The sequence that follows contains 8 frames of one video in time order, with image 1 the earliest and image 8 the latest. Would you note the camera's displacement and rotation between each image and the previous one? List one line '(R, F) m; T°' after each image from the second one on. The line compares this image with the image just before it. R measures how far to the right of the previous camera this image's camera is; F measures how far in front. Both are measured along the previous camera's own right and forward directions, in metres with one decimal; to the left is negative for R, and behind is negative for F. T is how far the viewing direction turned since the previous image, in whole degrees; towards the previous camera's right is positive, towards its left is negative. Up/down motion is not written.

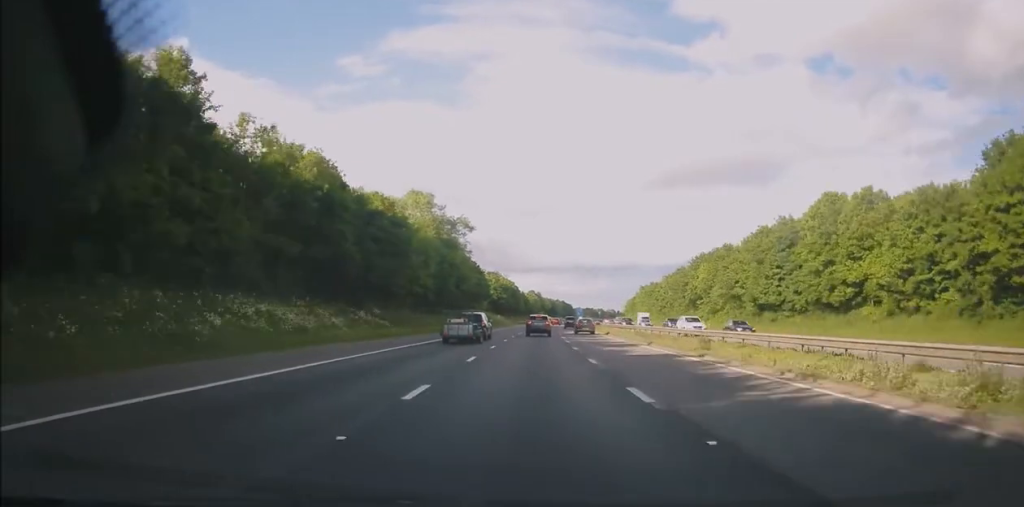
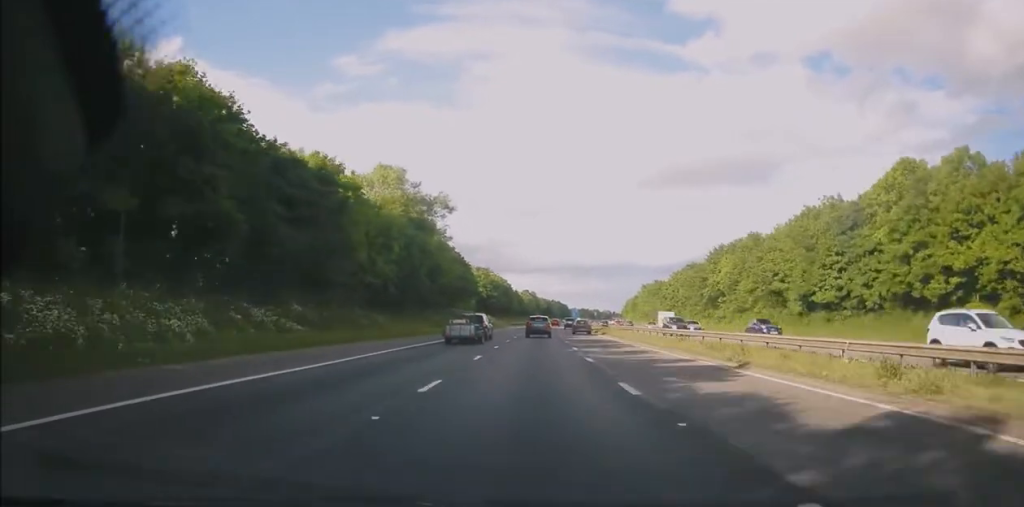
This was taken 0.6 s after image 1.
(-0.1, +15.9) m; +1°
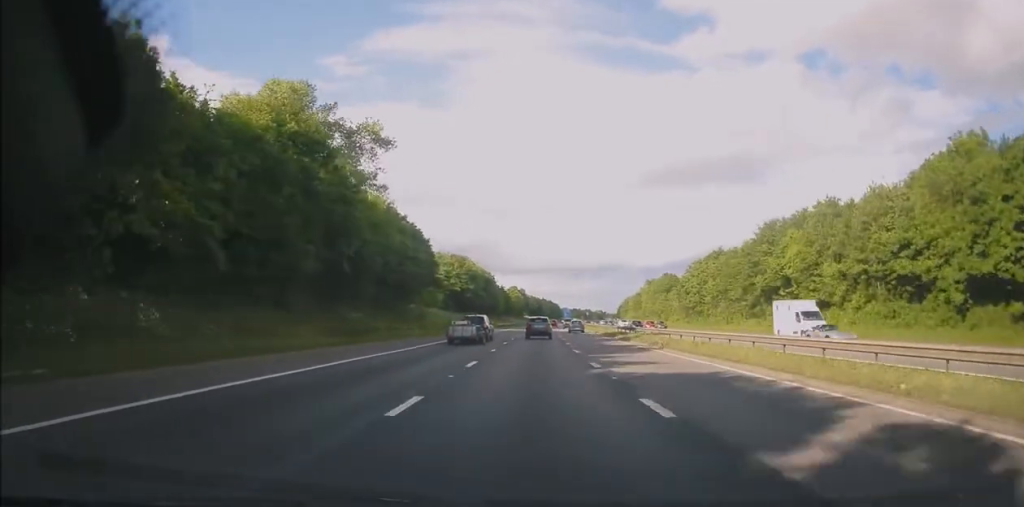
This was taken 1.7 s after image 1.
(+0.6, +28.2) m; +1°
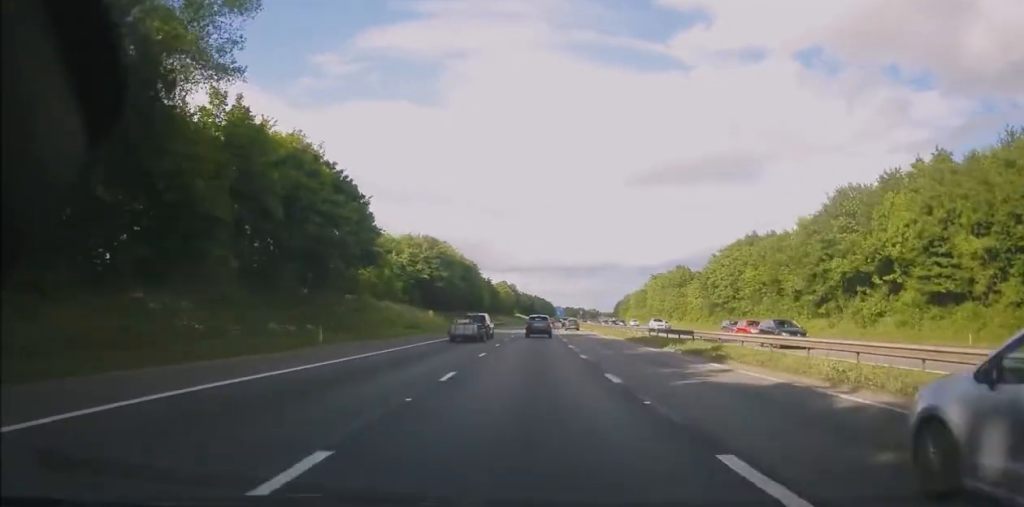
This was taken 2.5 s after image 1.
(0.0, +21.7) m; +1°
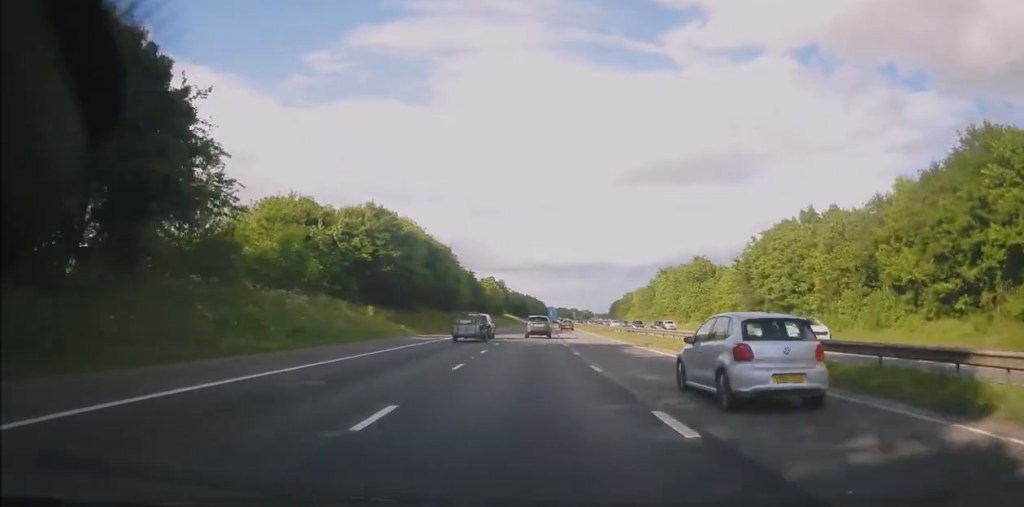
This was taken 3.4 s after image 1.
(+0.3, +22.3) m; +1°
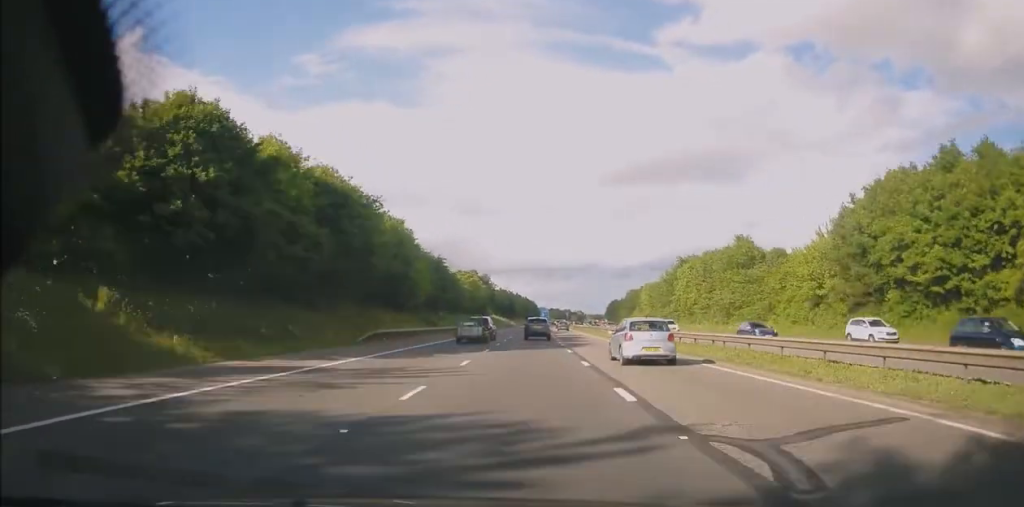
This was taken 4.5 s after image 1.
(+0.3, +29.1) m; +1°
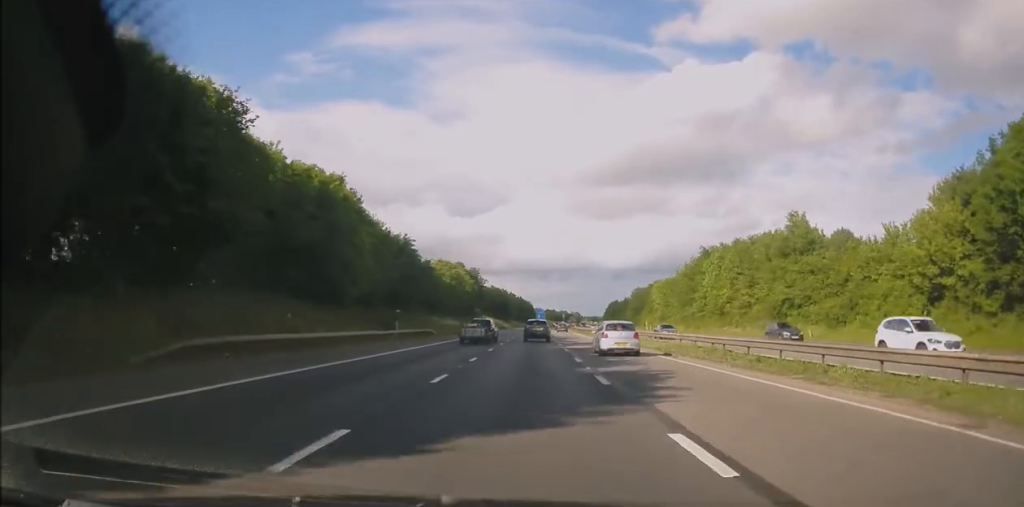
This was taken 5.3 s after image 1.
(+0.2, +20.6) m; +1°
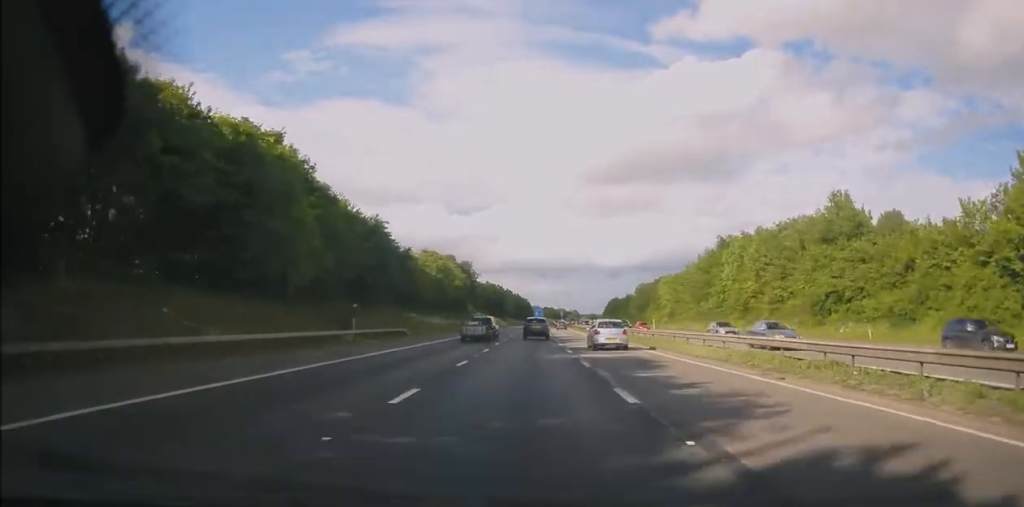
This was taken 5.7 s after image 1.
(0.0, +11.2) m; 0°
